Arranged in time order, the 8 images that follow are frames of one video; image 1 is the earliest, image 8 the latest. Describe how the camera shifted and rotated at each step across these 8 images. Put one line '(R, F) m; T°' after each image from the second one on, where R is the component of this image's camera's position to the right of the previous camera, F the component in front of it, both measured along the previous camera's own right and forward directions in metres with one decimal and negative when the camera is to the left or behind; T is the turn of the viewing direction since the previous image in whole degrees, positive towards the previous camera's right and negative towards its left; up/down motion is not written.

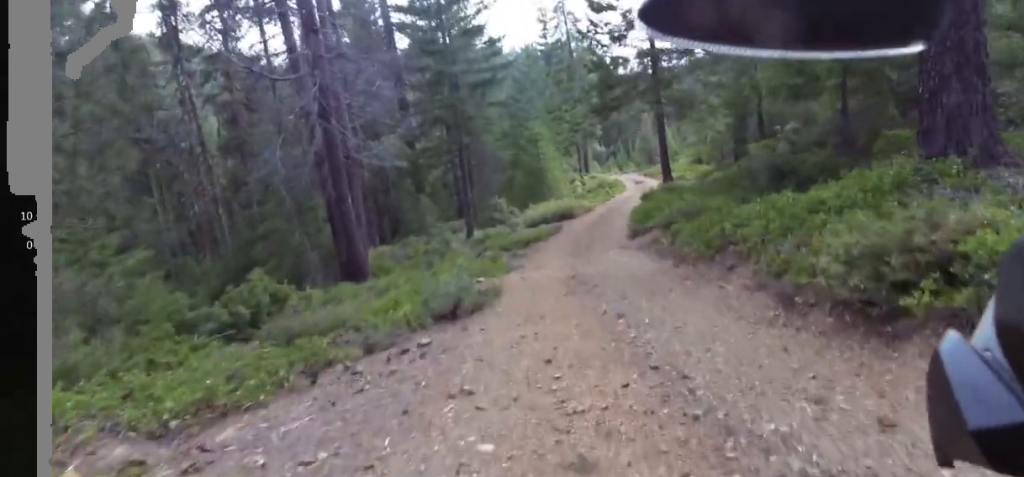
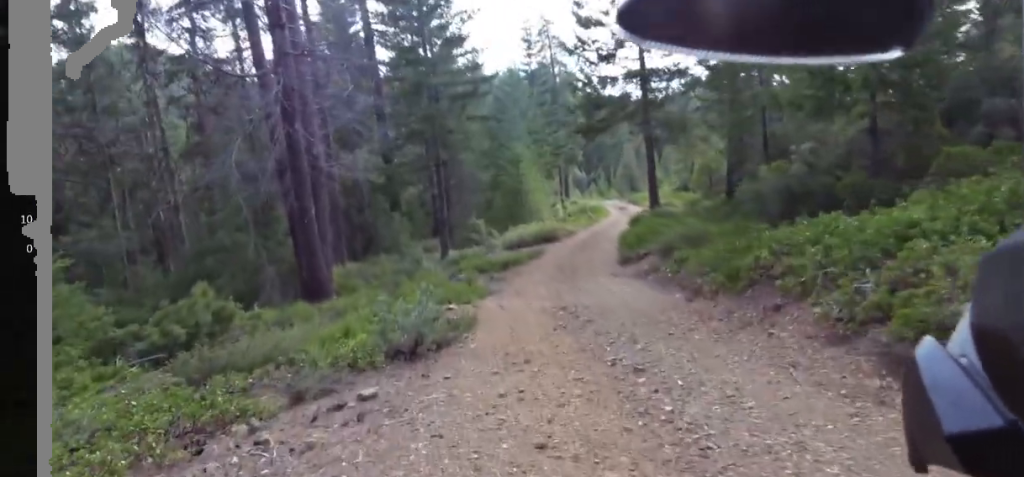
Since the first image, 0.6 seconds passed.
(0.0, +1.7) m; +8°
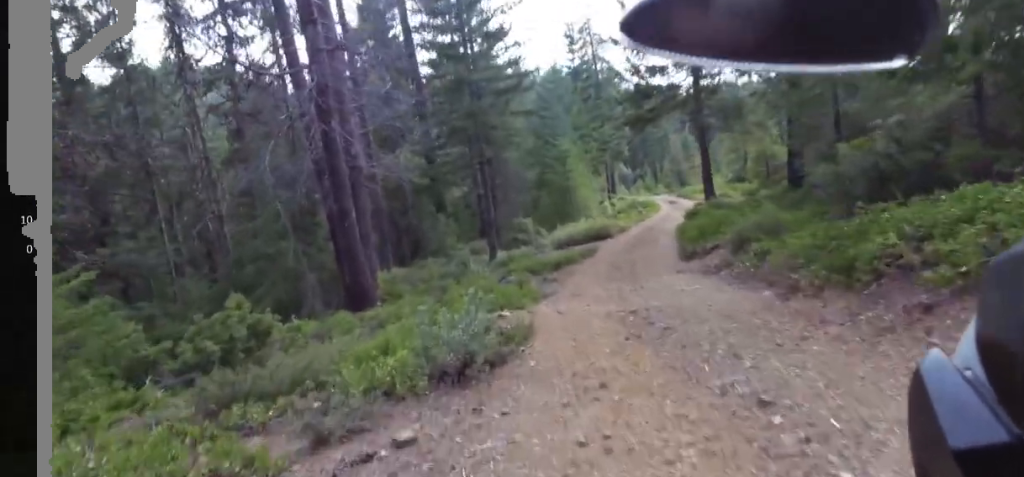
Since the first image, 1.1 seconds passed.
(+0.3, +1.2) m; +1°
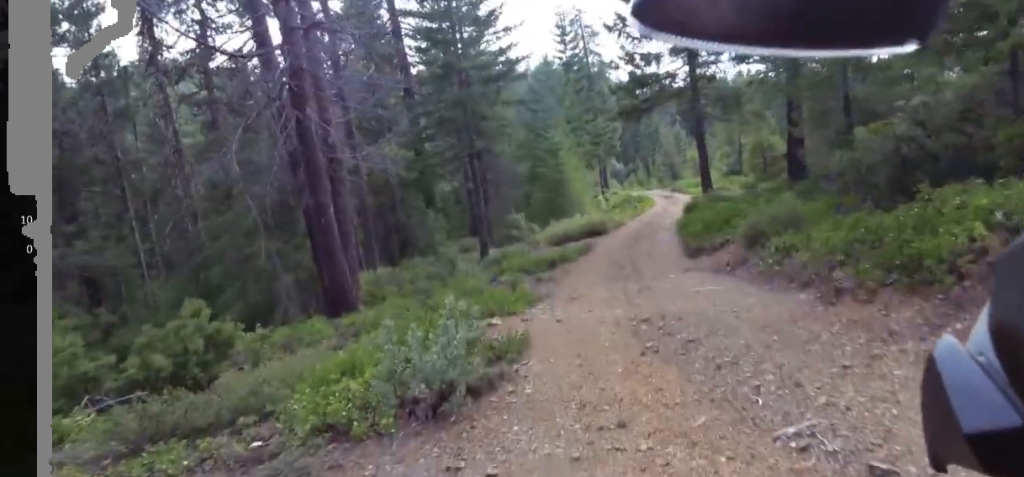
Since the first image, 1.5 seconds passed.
(+0.2, +1.1) m; +1°
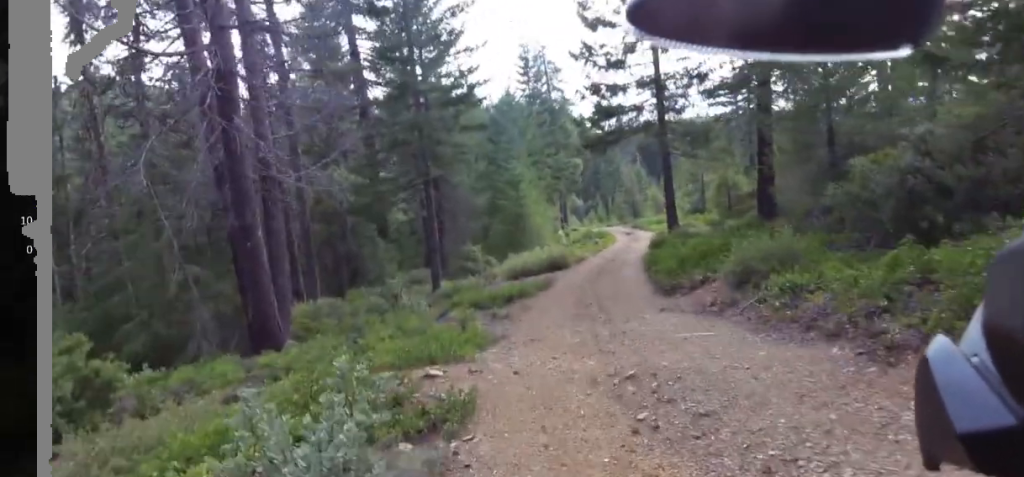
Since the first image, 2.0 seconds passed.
(-0.3, +1.8) m; +5°
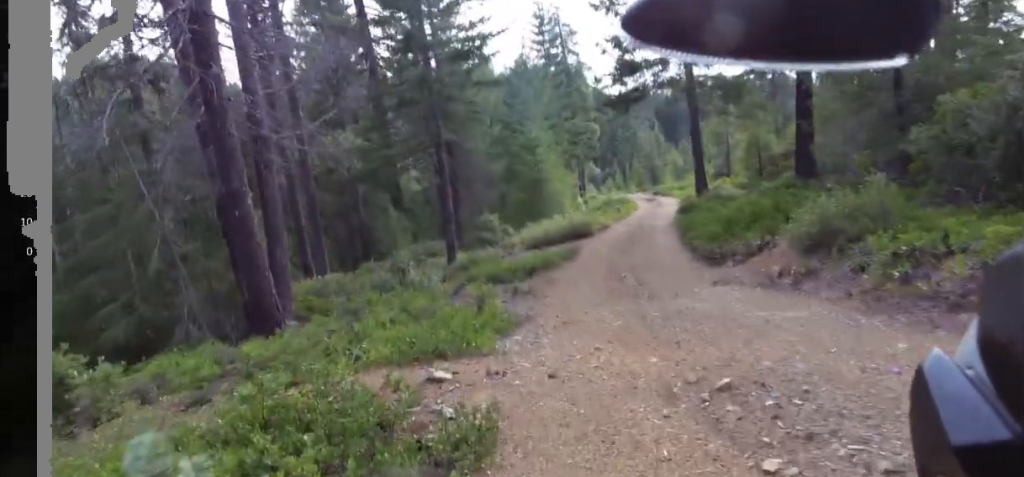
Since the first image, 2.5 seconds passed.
(-0.3, +1.8) m; +4°
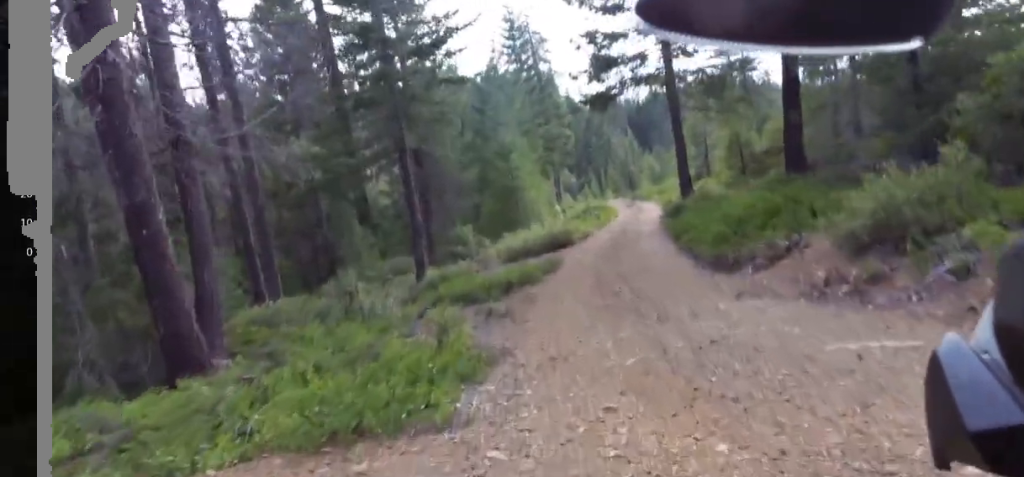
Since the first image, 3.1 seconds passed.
(+0.6, +2.2) m; 0°
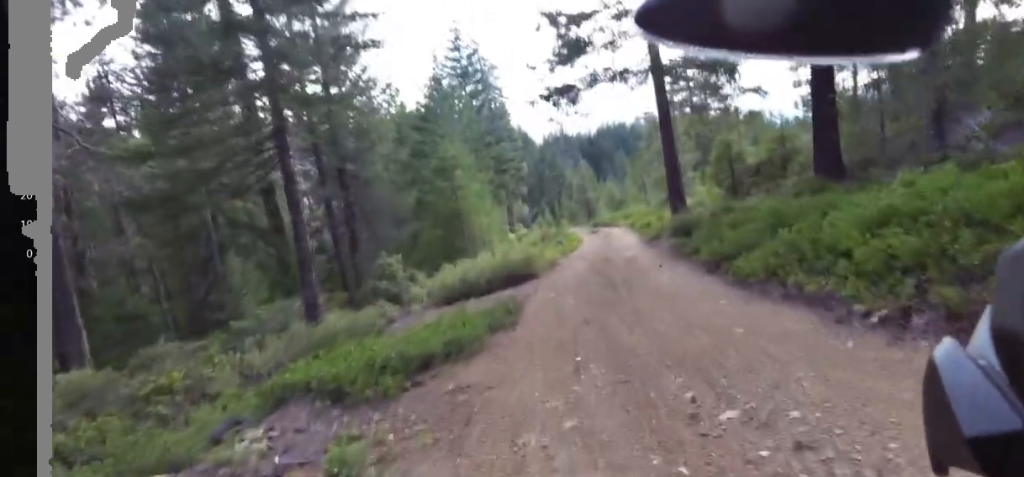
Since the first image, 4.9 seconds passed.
(-1.3, +7.9) m; -10°
